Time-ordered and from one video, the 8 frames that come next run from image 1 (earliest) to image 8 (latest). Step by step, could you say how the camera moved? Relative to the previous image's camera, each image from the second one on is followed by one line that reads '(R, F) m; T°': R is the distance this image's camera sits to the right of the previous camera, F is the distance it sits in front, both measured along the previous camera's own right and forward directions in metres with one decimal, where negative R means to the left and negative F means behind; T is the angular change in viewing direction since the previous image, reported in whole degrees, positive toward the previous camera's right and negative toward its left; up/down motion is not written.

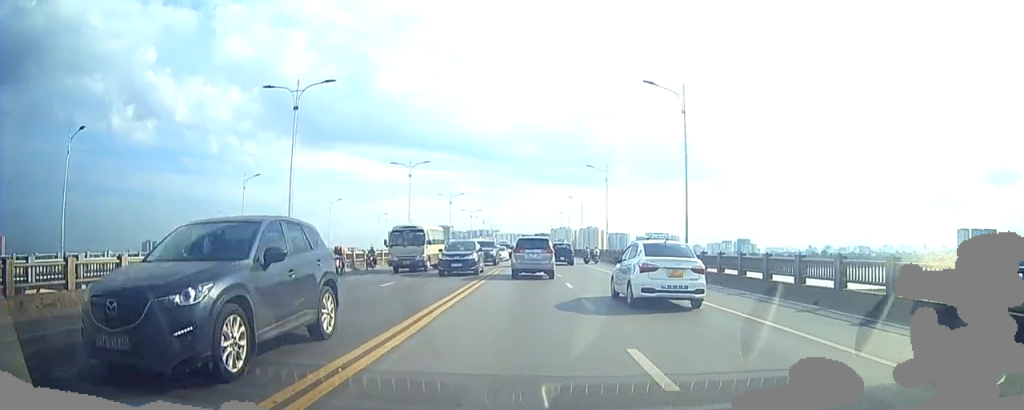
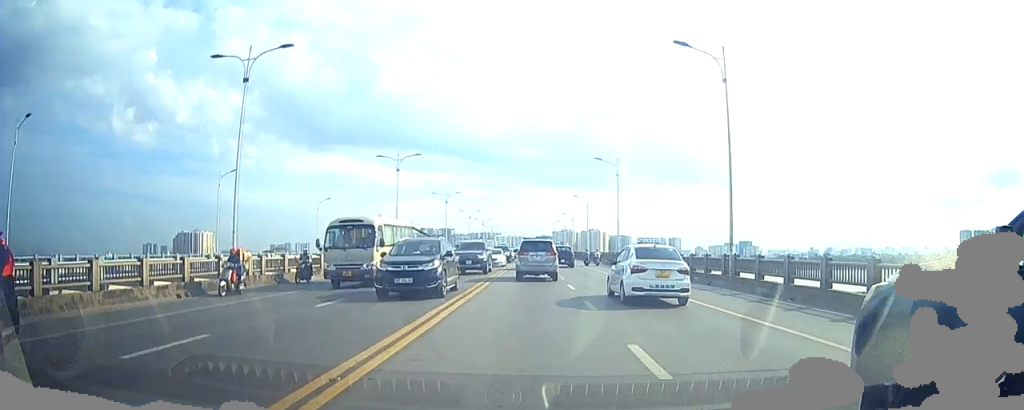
(0.0, +7.1) m; 0°
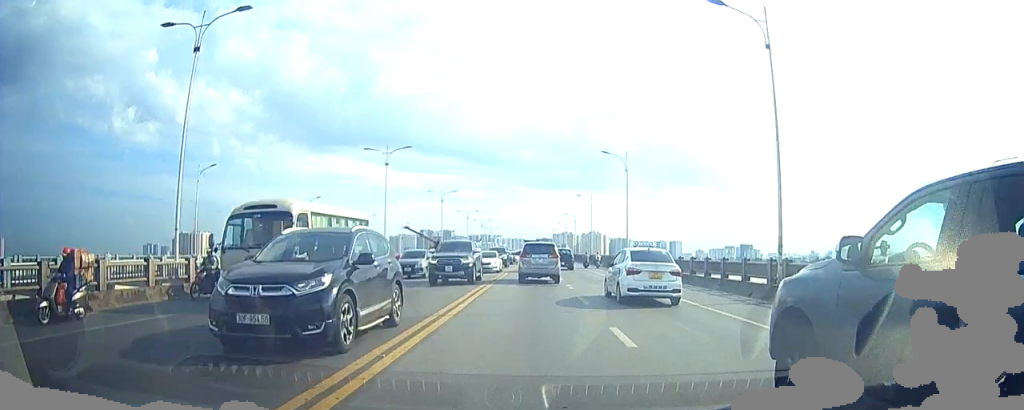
(0.0, +4.9) m; 0°
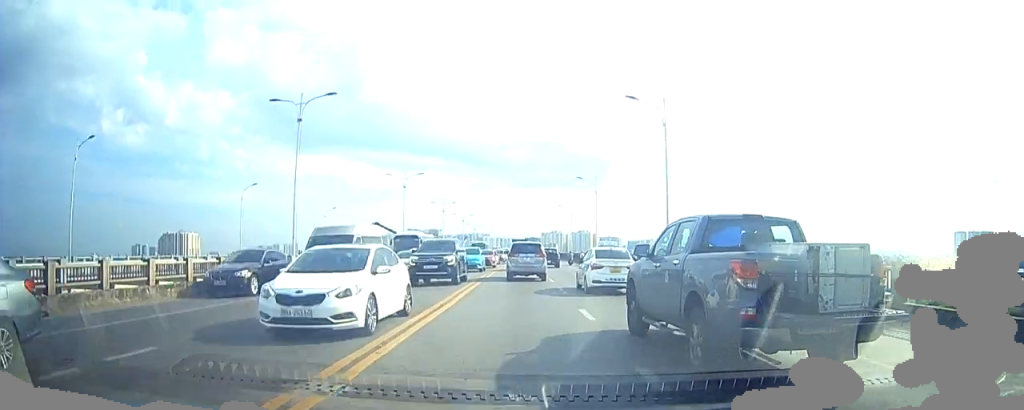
(0.0, +18.3) m; 0°
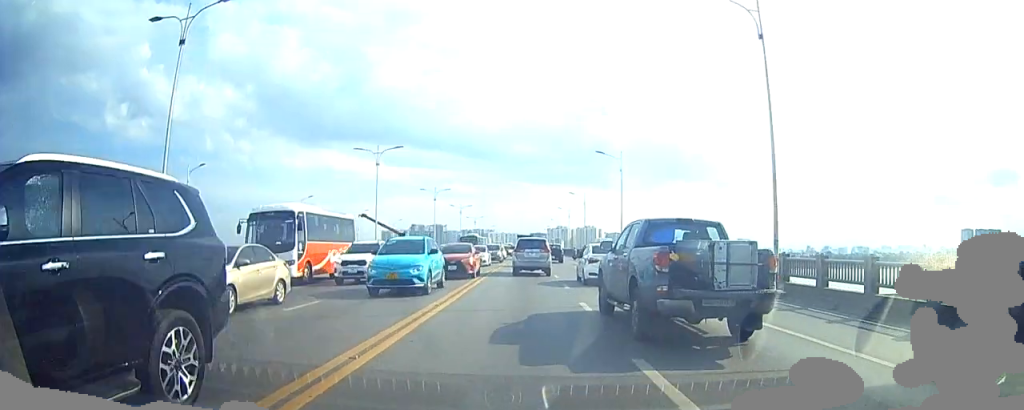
(0.0, +14.6) m; +2°
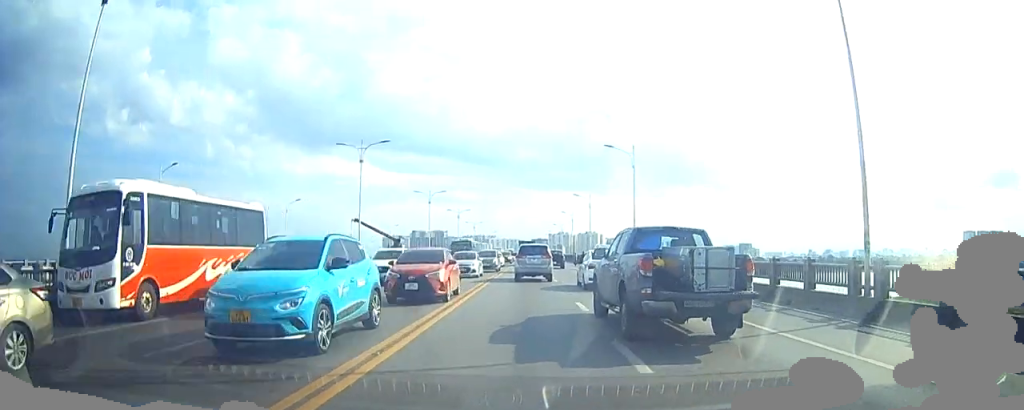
(+0.1, +5.2) m; 0°
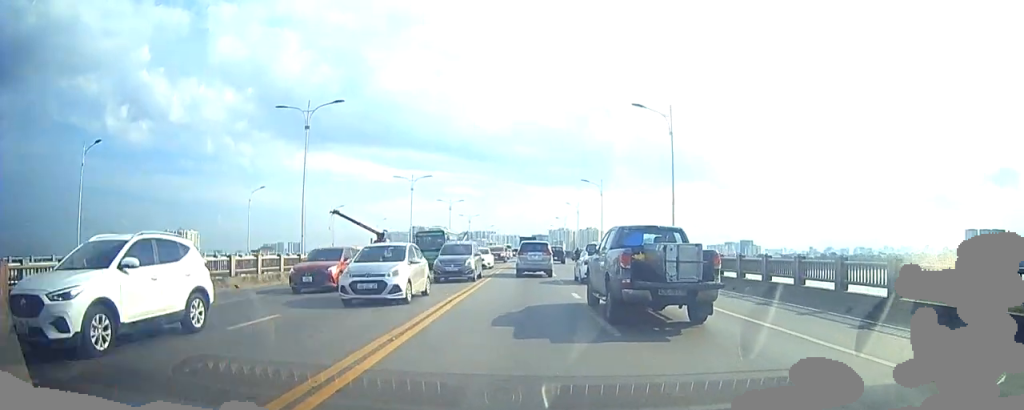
(+0.1, +9.7) m; -3°
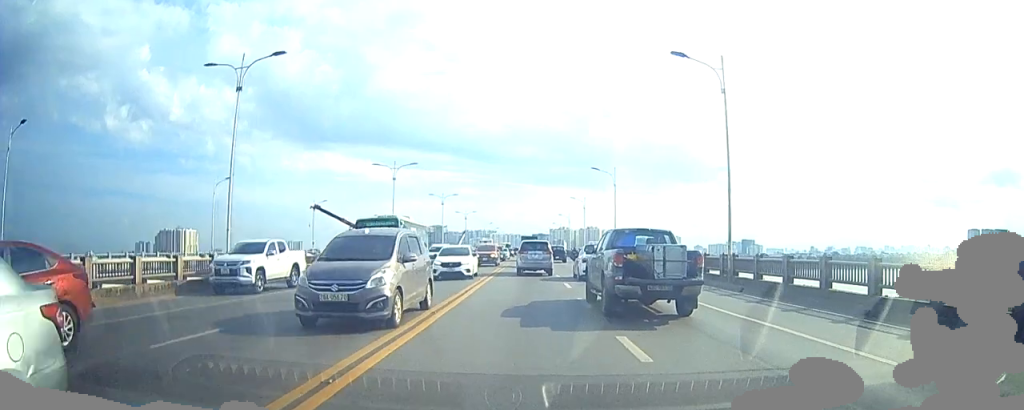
(-0.4, +7.3) m; -3°
